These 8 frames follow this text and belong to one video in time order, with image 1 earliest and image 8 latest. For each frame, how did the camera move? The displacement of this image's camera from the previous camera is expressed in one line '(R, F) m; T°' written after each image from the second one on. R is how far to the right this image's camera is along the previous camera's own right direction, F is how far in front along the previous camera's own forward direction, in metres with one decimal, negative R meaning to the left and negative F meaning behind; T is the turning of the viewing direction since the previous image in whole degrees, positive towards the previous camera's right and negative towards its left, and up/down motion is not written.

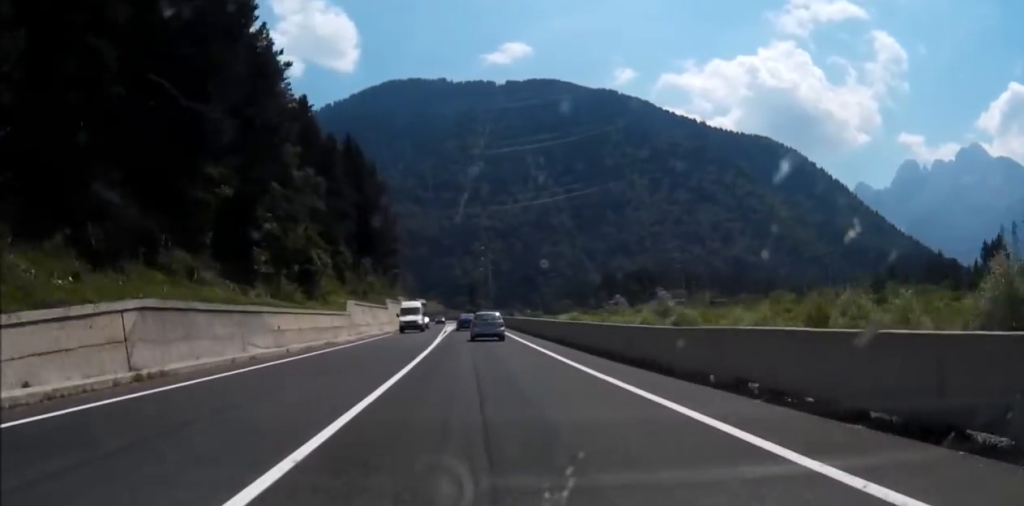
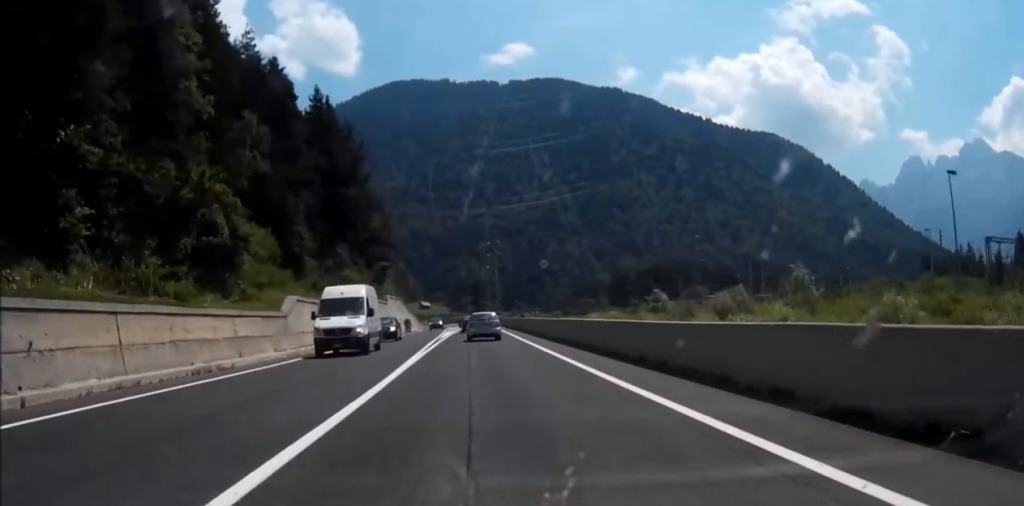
(-0.4, +22.4) m; -1°
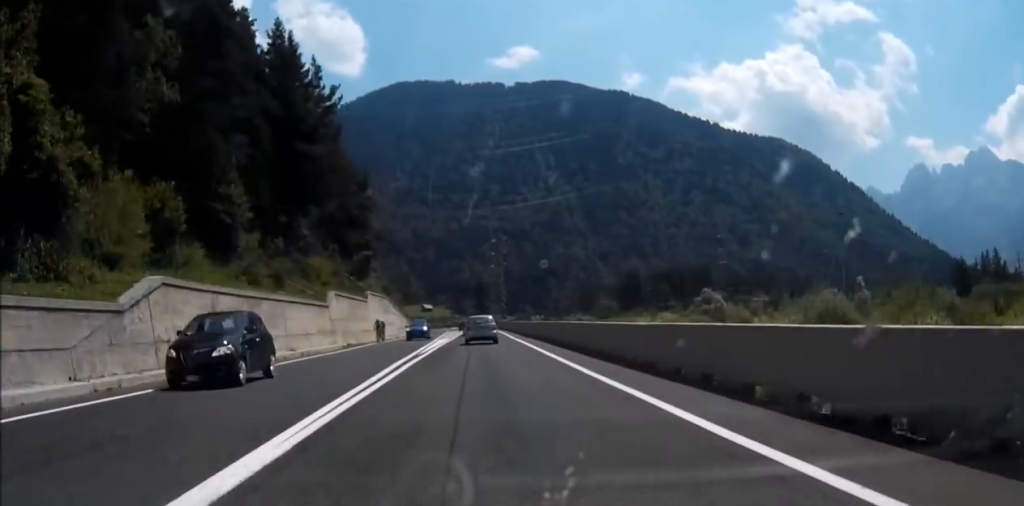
(-0.2, +18.8) m; -1°
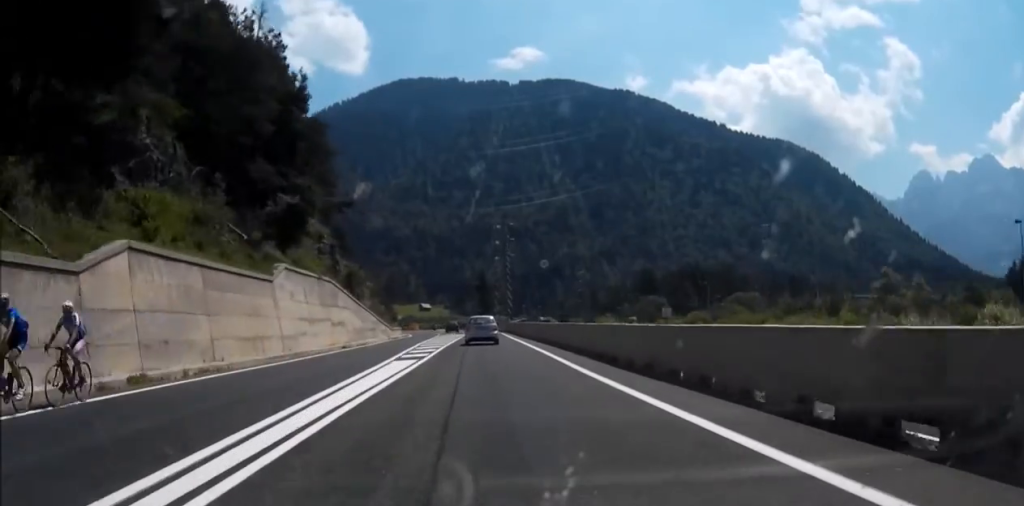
(-0.6, +32.2) m; -1°
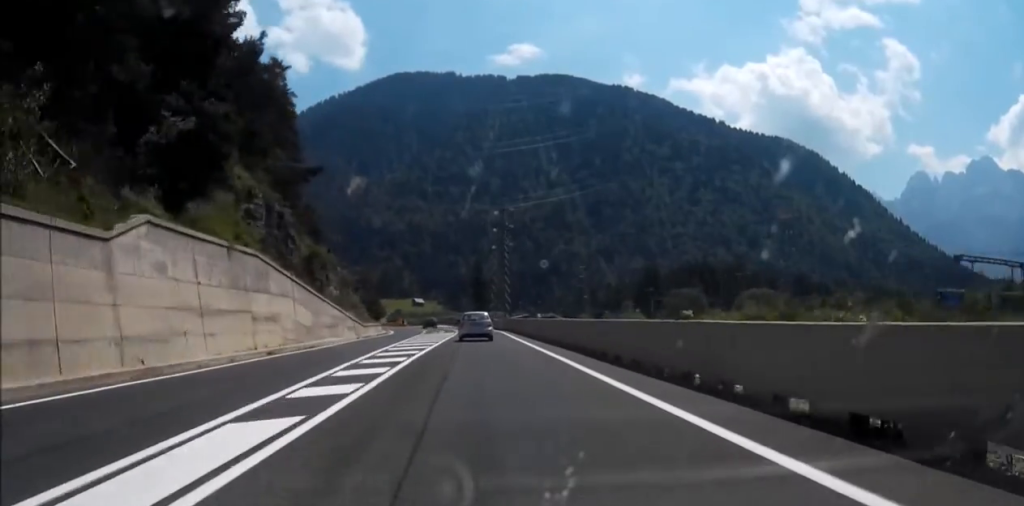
(0.0, +16.0) m; 0°
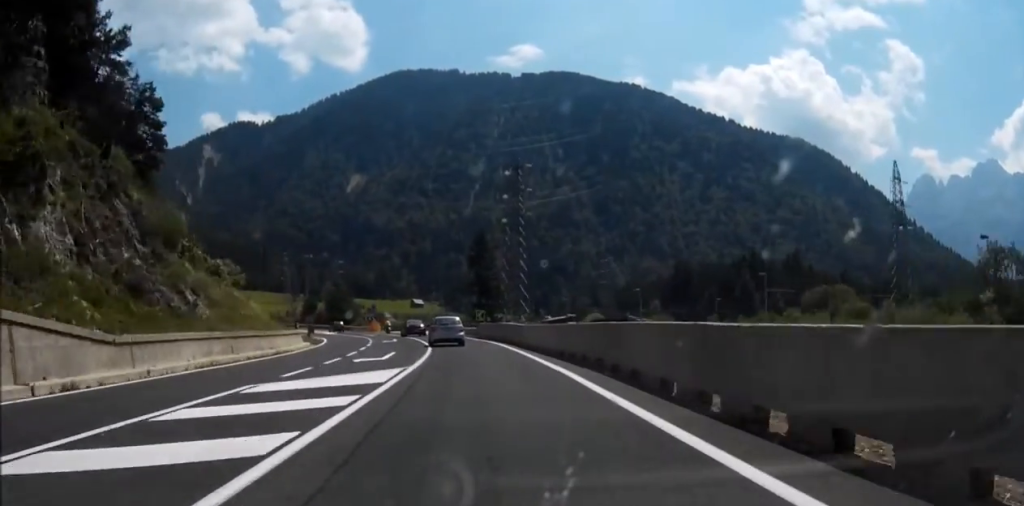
(-0.1, +45.5) m; -2°
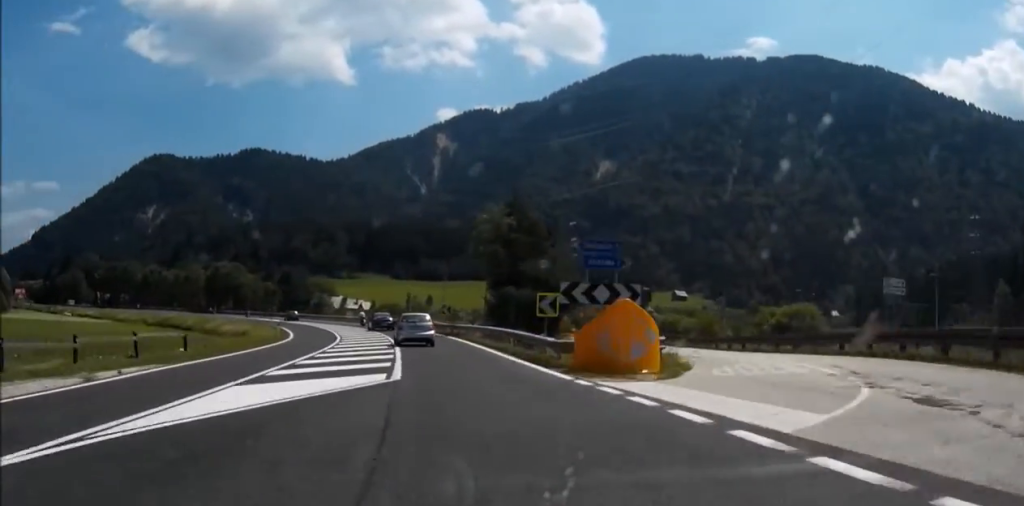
(-17.1, +84.9) m; -25°
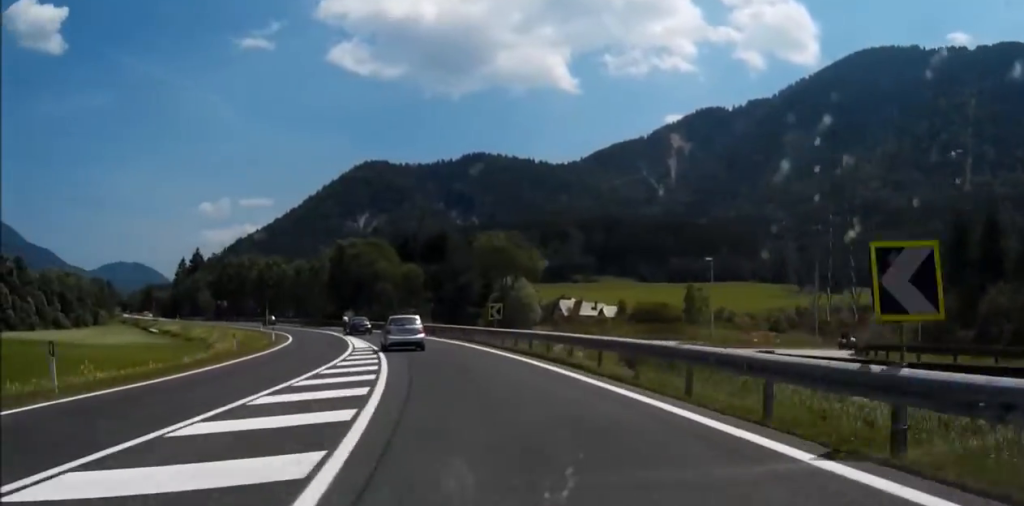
(-1.7, +74.4) m; -1°
